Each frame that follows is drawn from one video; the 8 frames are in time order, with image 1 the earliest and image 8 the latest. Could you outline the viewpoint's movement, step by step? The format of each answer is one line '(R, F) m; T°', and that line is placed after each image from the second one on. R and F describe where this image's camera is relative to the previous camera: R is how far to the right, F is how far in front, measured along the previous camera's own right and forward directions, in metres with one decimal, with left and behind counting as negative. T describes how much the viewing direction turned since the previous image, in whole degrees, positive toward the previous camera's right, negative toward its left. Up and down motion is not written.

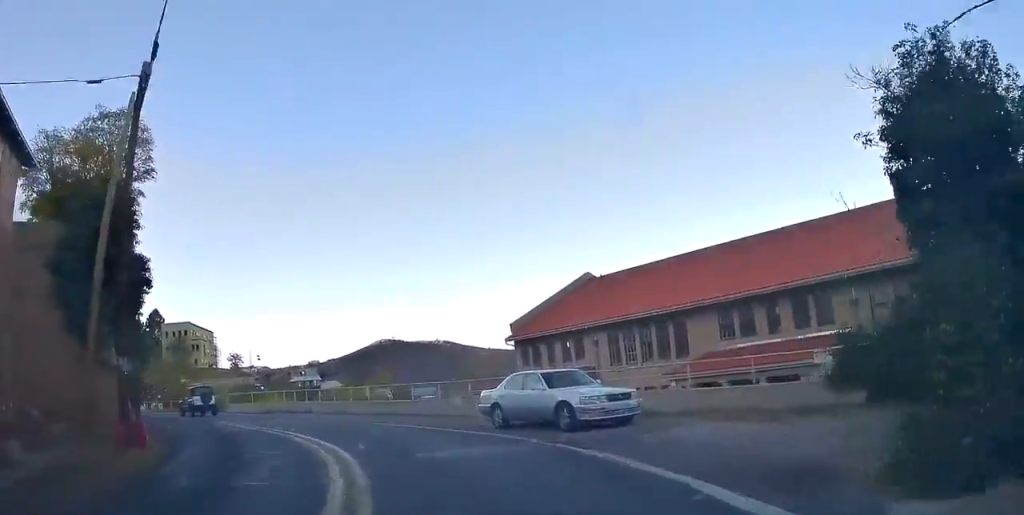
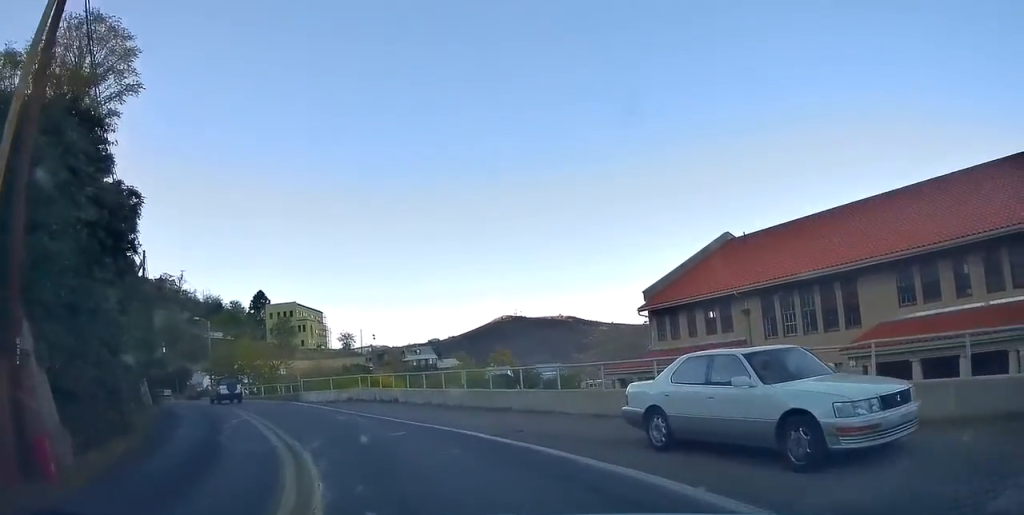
(-1.1, +6.7) m; -17°
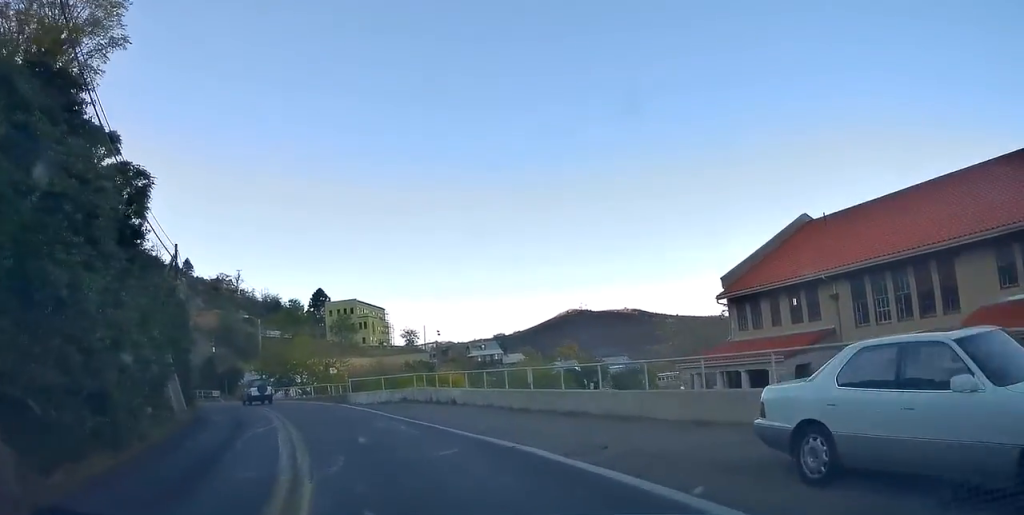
(-0.2, +3.1) m; -7°
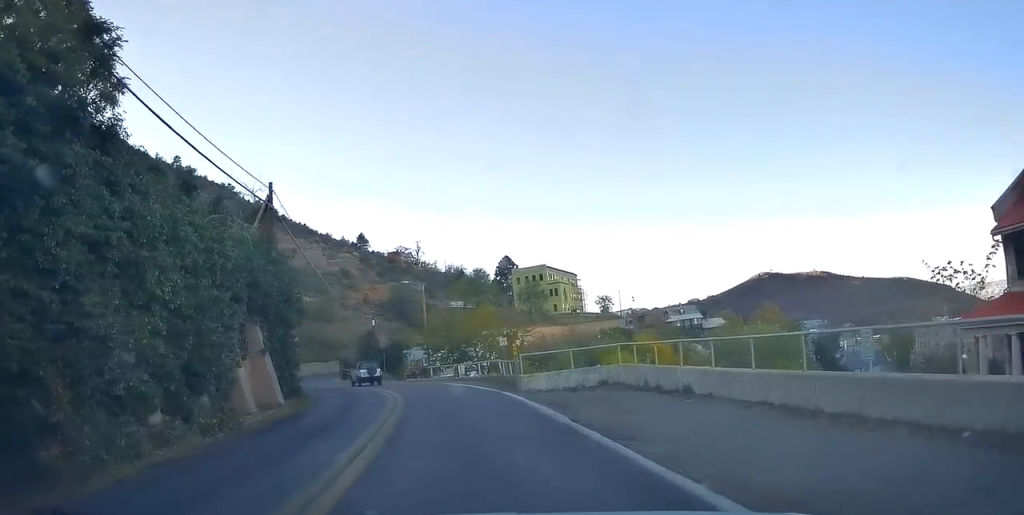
(-1.6, +9.7) m; -14°
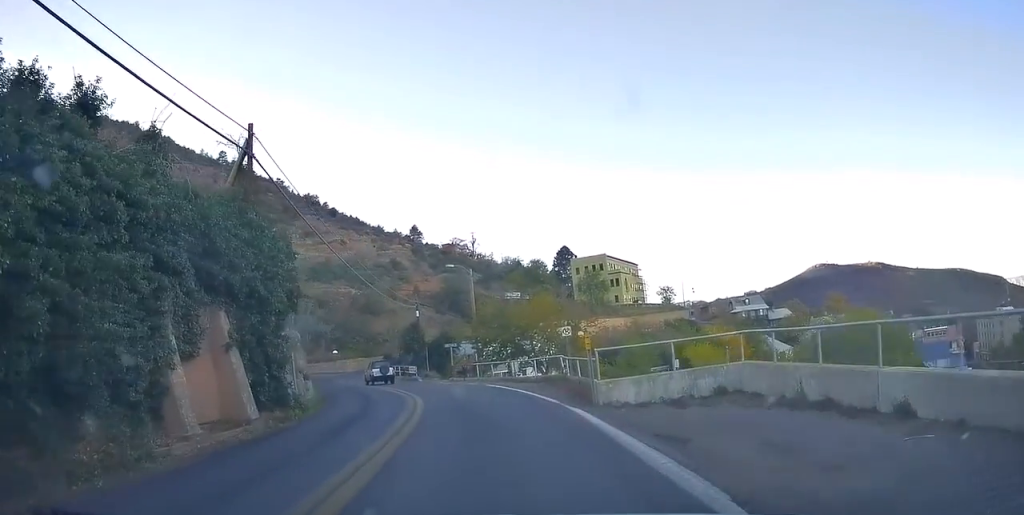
(-0.3, +6.9) m; -2°
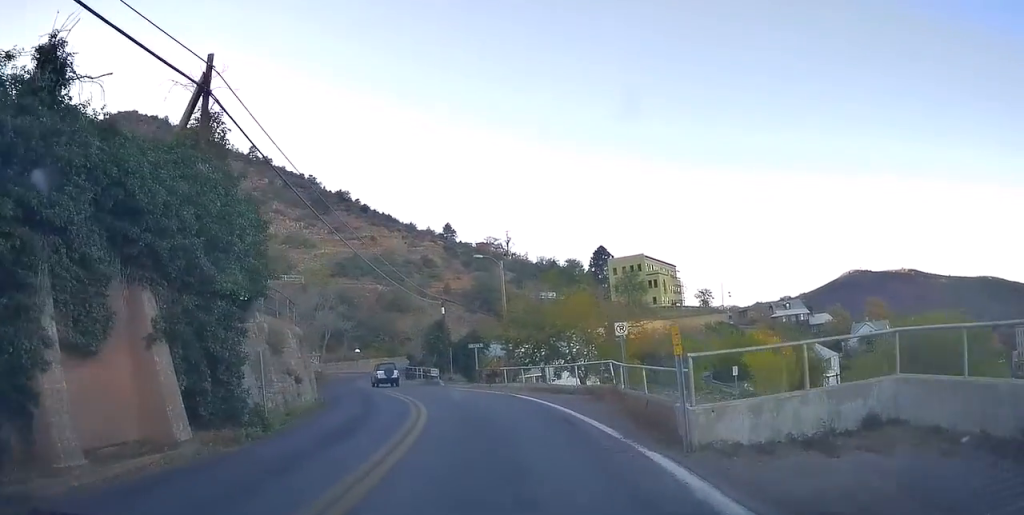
(+0.4, +5.0) m; 0°
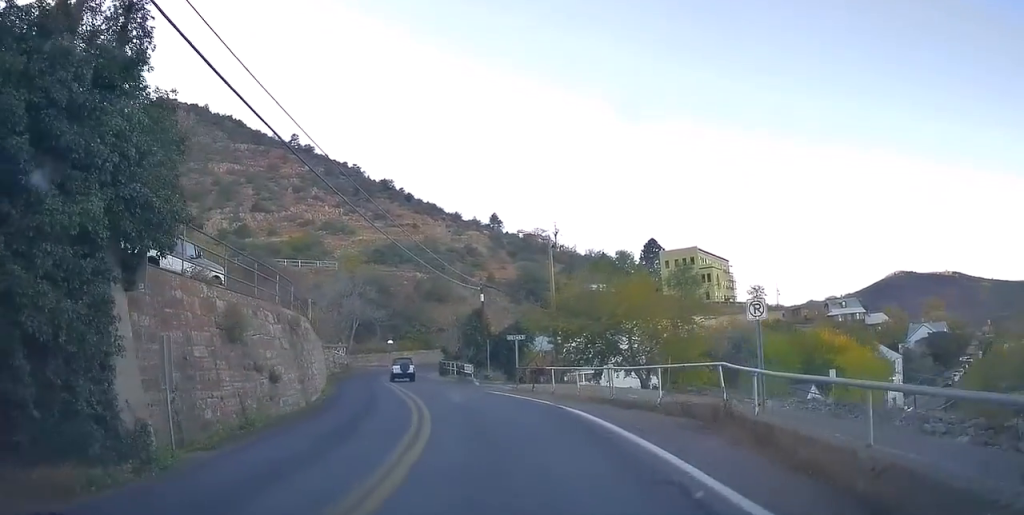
(-0.4, +6.7) m; -6°
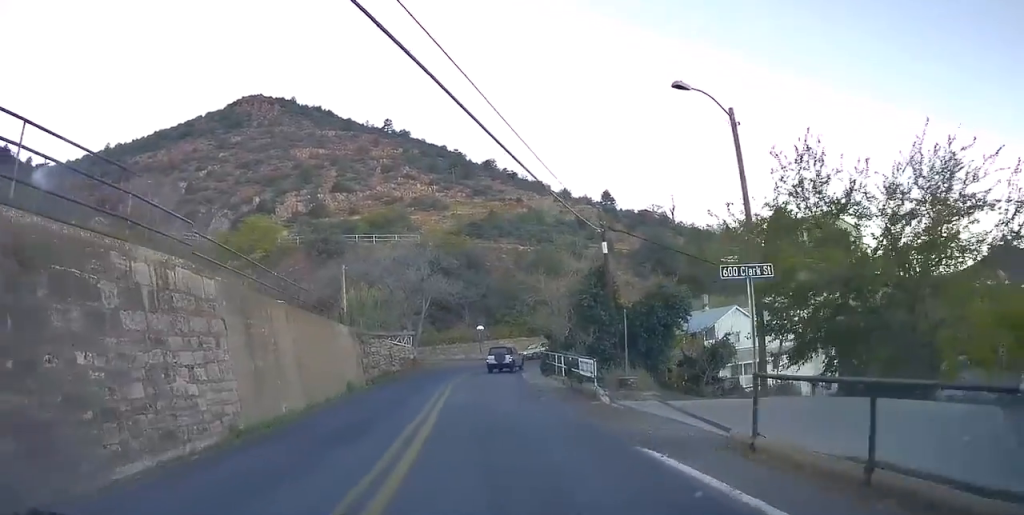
(-1.6, +18.1) m; -9°
